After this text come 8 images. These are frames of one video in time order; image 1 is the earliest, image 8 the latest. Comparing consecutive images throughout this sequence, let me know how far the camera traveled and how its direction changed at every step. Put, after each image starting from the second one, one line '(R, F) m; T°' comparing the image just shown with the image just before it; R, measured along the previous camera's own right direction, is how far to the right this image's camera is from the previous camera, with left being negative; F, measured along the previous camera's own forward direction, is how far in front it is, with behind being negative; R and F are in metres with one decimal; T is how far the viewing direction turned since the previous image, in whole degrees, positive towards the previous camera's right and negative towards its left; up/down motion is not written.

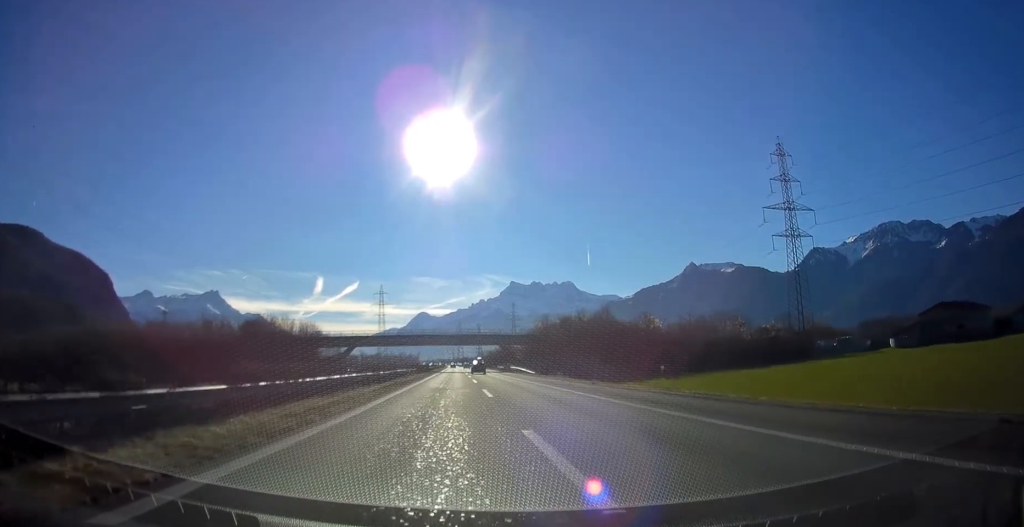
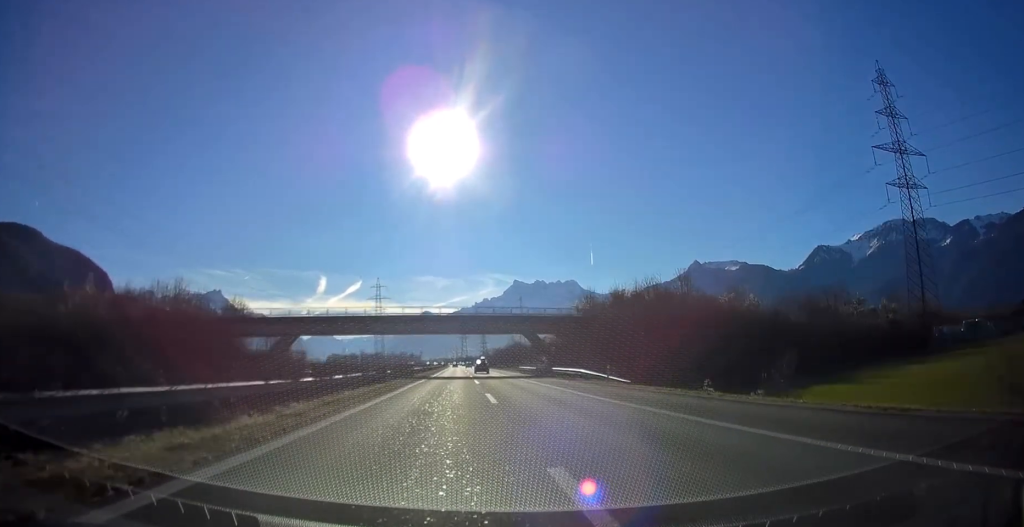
(-0.1, +40.6) m; 0°
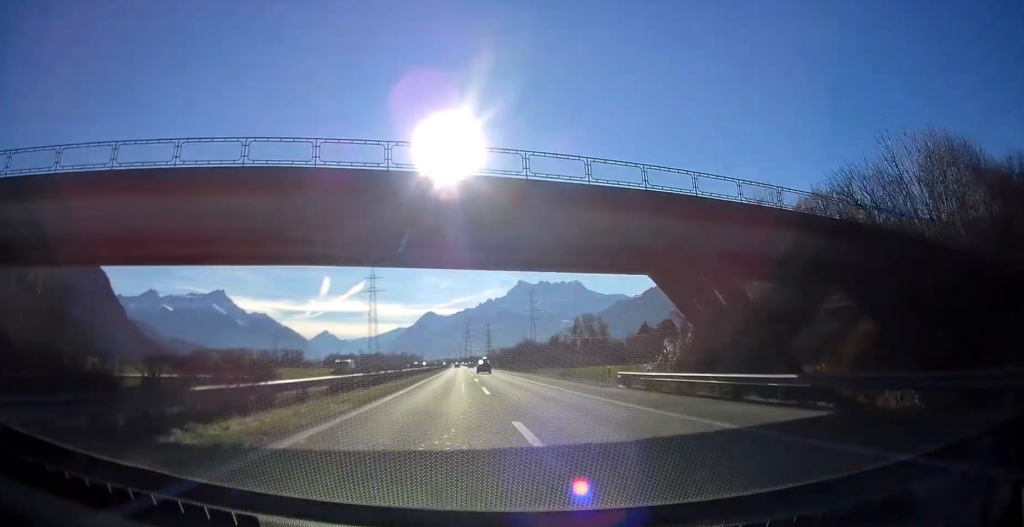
(-0.3, +49.7) m; -1°
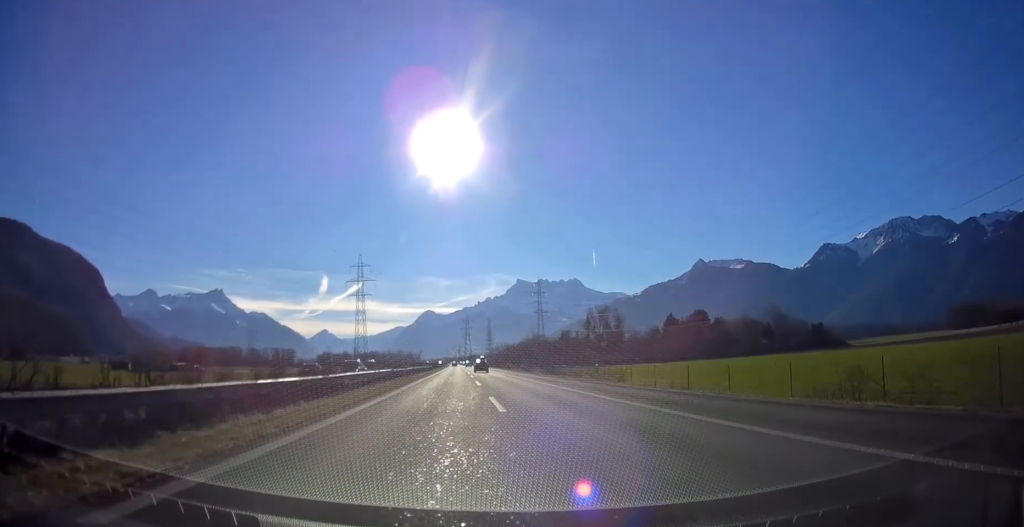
(-0.2, +47.4) m; 0°
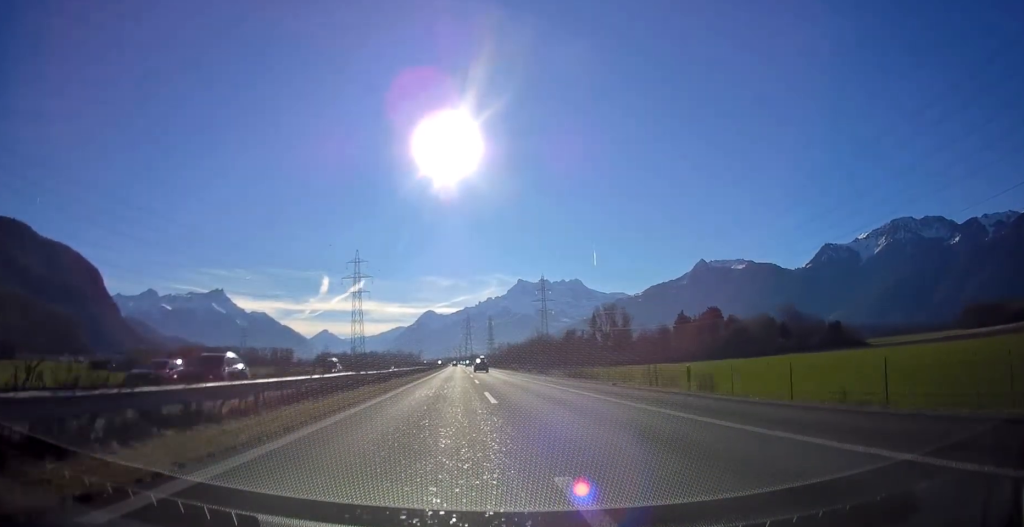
(+0.1, +15.8) m; 0°
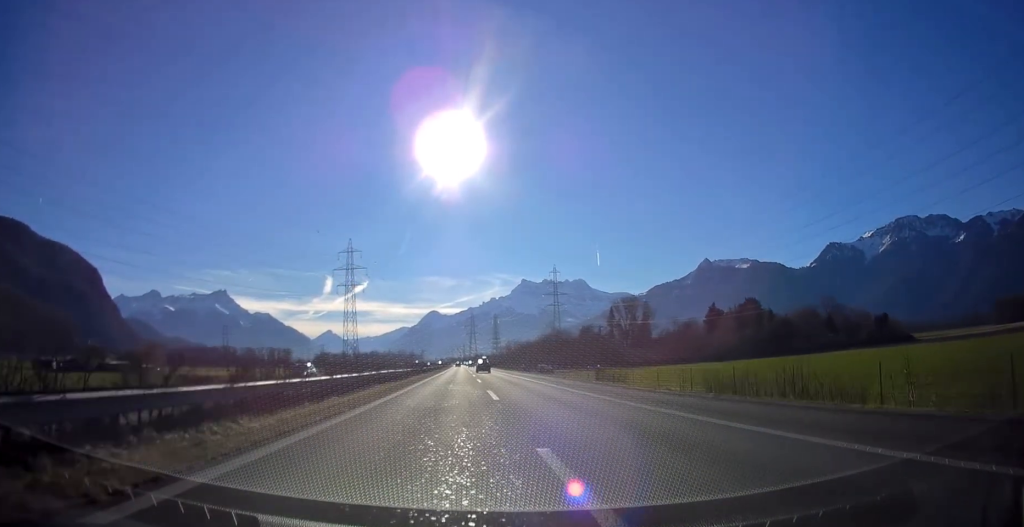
(0.0, +34.9) m; 0°
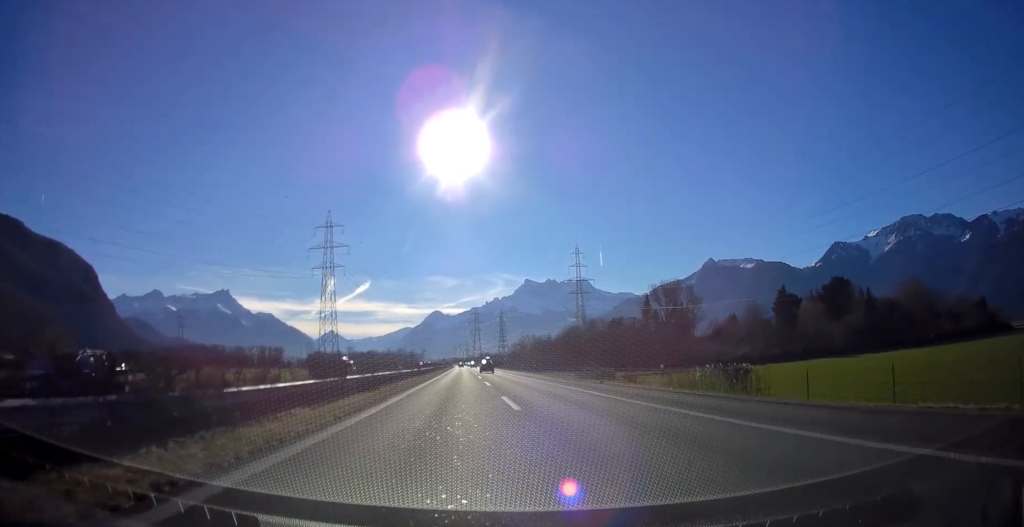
(-0.1, +59.5) m; 0°
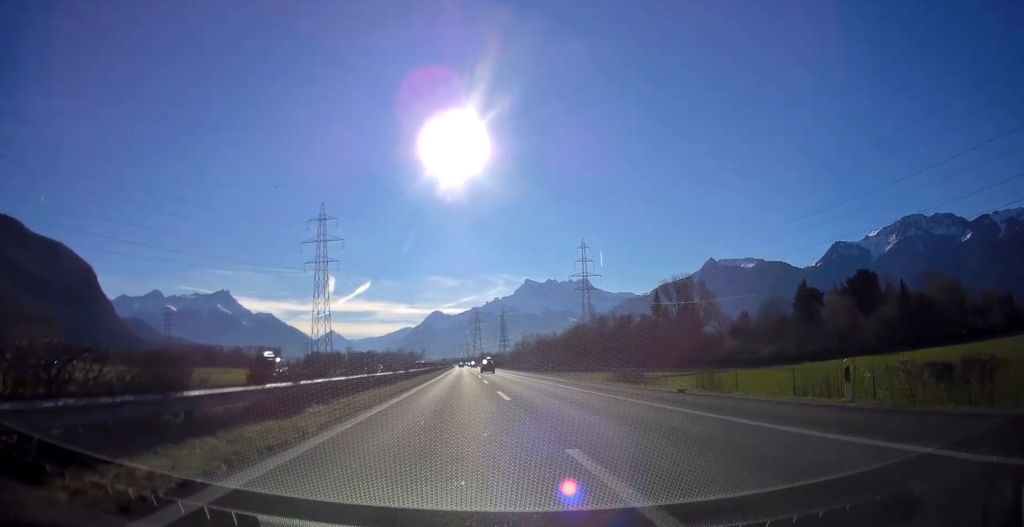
(-0.1, +14.6) m; 0°
